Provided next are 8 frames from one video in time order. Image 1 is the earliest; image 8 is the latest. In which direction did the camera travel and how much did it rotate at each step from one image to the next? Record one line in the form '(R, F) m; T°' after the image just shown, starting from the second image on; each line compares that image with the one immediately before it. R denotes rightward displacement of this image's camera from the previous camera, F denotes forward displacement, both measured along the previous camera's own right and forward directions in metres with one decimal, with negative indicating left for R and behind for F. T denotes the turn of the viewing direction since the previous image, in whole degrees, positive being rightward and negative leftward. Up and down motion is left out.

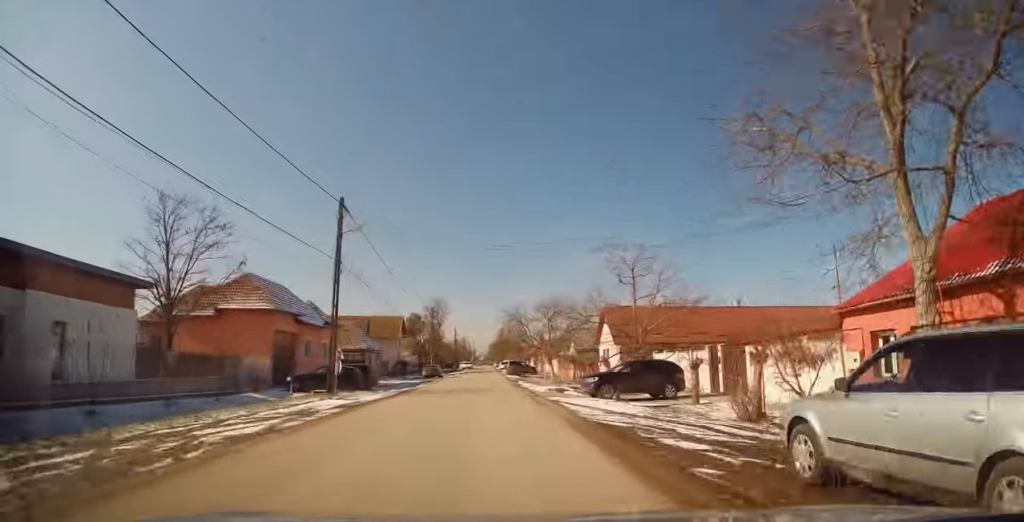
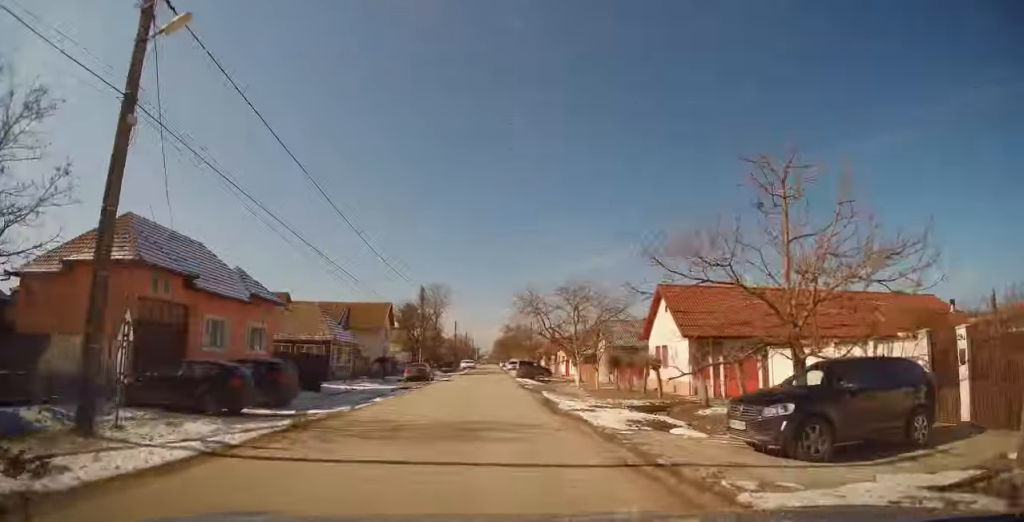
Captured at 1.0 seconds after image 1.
(-0.1, +13.9) m; -1°
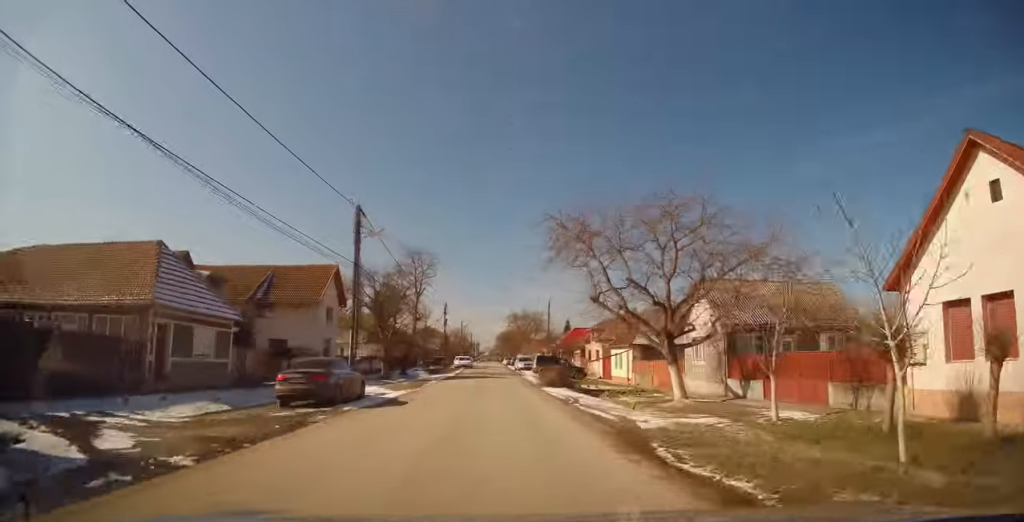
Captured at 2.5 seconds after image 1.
(-0.1, +24.0) m; 0°
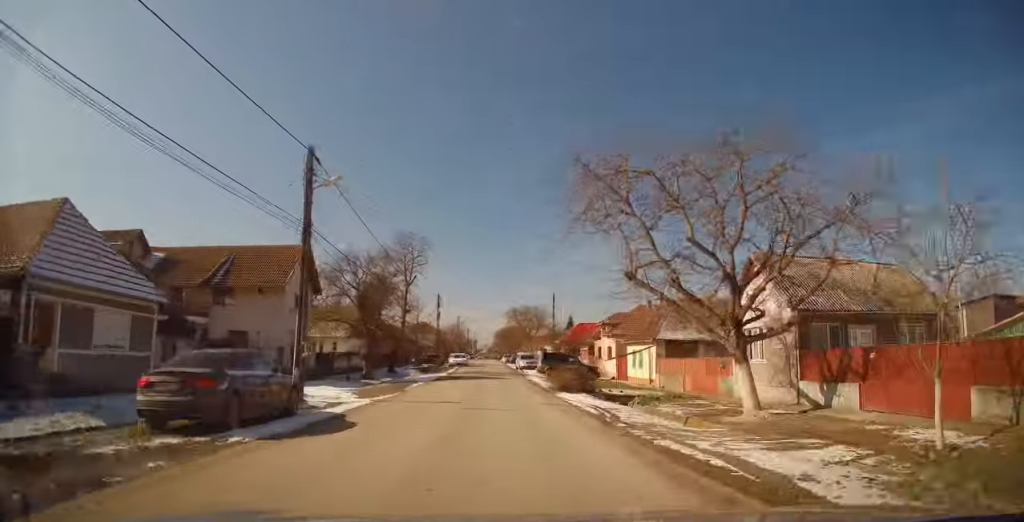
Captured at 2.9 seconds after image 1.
(0.0, +6.3) m; 0°
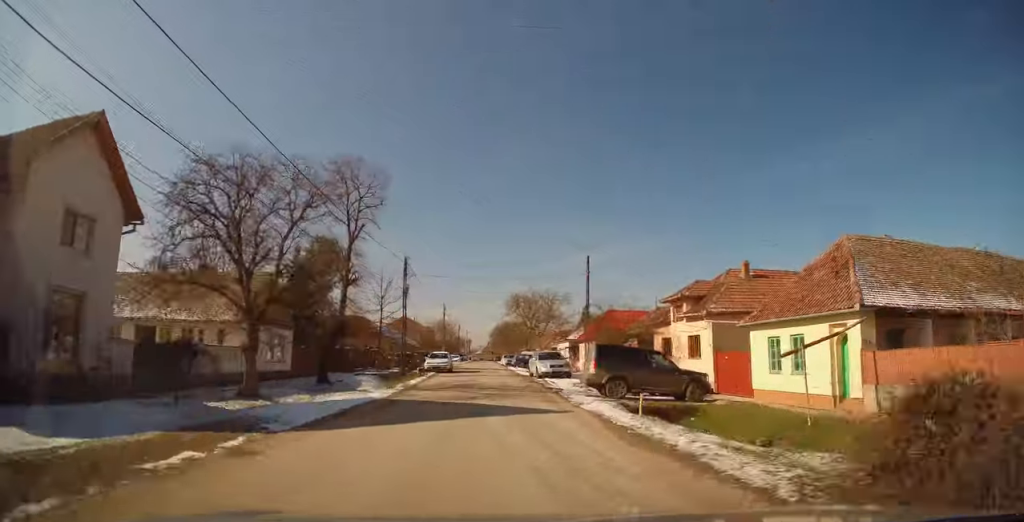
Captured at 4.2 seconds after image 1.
(+0.2, +21.1) m; 0°
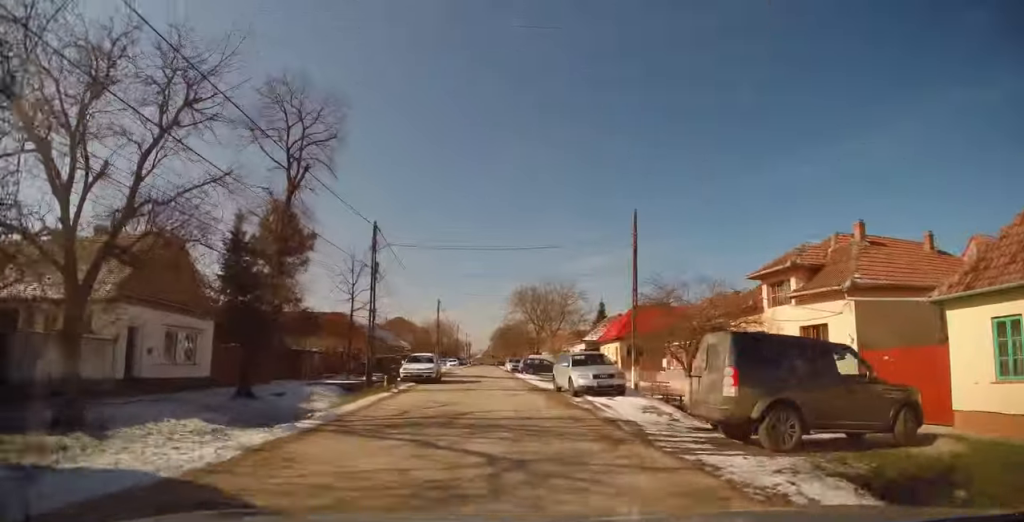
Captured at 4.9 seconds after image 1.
(-0.1, +10.9) m; 0°
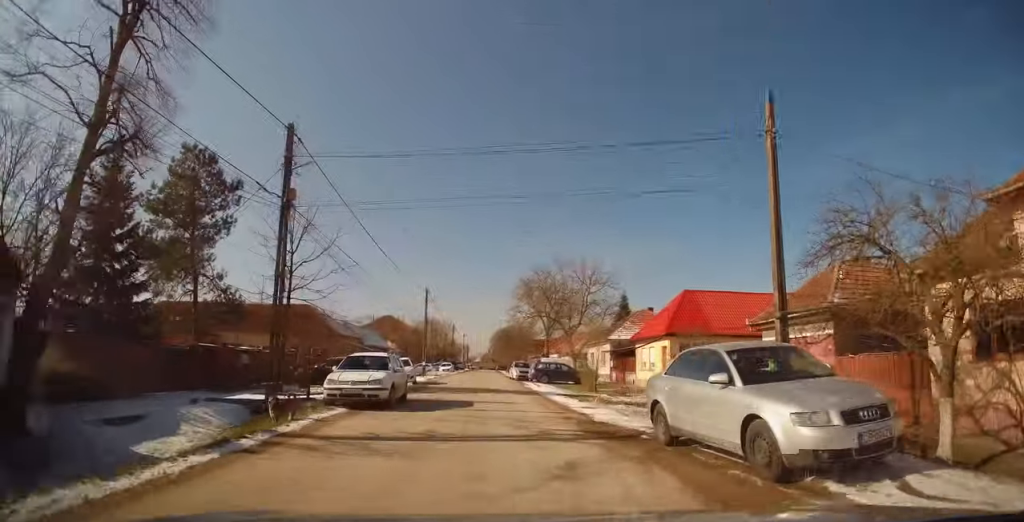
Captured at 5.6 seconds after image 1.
(+0.1, +12.1) m; 0°
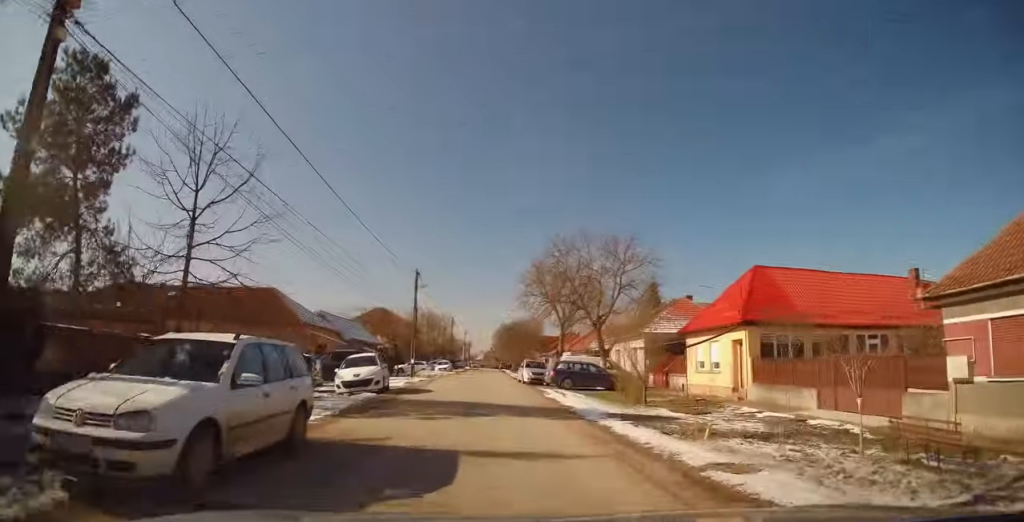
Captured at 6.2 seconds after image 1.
(0.0, +9.4) m; 0°
